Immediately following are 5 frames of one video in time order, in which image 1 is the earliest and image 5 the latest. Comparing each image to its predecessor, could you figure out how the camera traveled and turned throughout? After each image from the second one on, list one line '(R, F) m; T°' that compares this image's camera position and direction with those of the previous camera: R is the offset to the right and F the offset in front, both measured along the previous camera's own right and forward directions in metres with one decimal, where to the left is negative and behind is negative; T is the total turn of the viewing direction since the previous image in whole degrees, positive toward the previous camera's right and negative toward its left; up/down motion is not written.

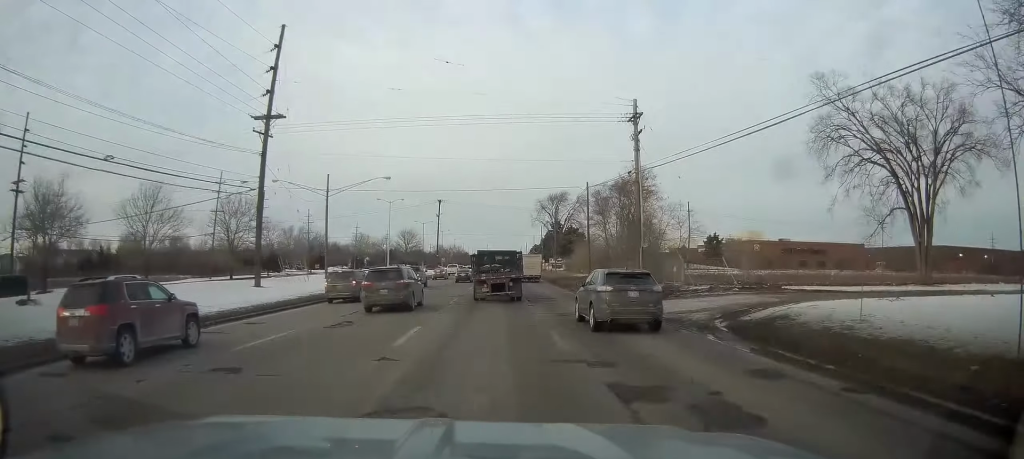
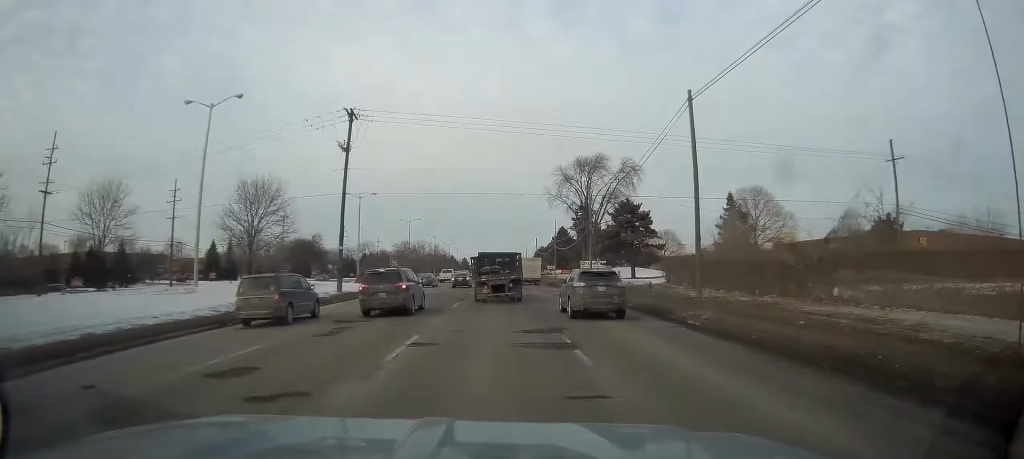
(+0.5, +58.3) m; +1°
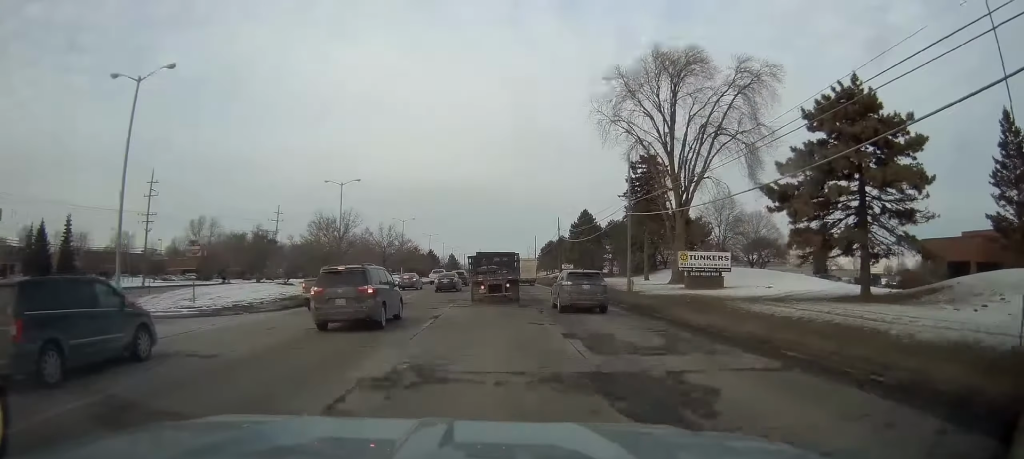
(-0.5, +52.8) m; +2°
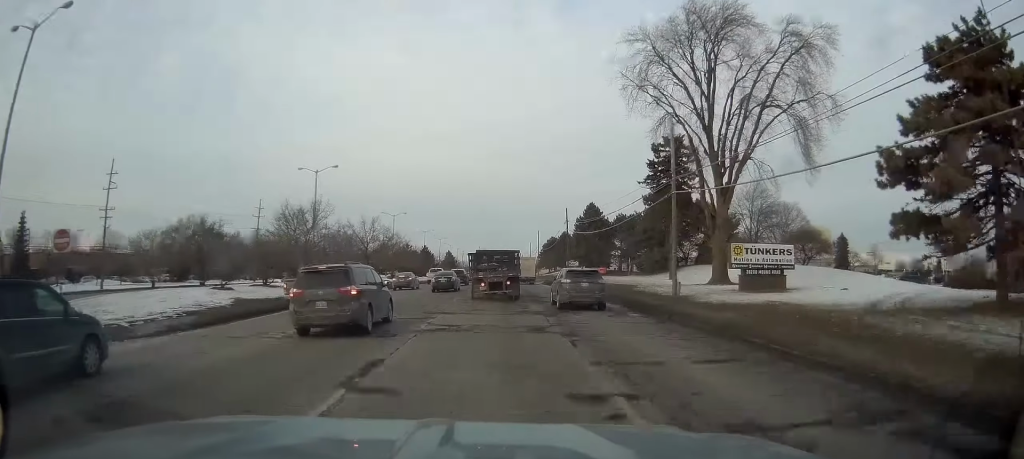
(+0.1, +10.3) m; 0°
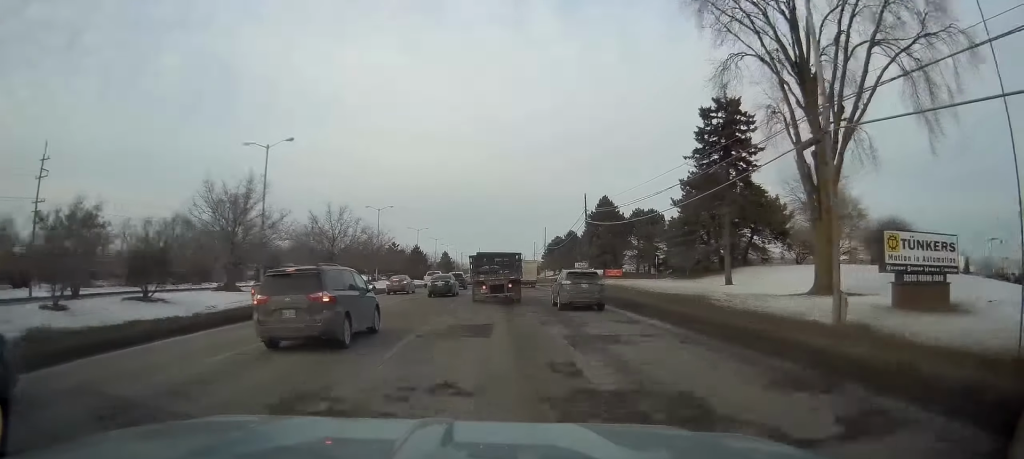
(0.0, +14.9) m; -2°
